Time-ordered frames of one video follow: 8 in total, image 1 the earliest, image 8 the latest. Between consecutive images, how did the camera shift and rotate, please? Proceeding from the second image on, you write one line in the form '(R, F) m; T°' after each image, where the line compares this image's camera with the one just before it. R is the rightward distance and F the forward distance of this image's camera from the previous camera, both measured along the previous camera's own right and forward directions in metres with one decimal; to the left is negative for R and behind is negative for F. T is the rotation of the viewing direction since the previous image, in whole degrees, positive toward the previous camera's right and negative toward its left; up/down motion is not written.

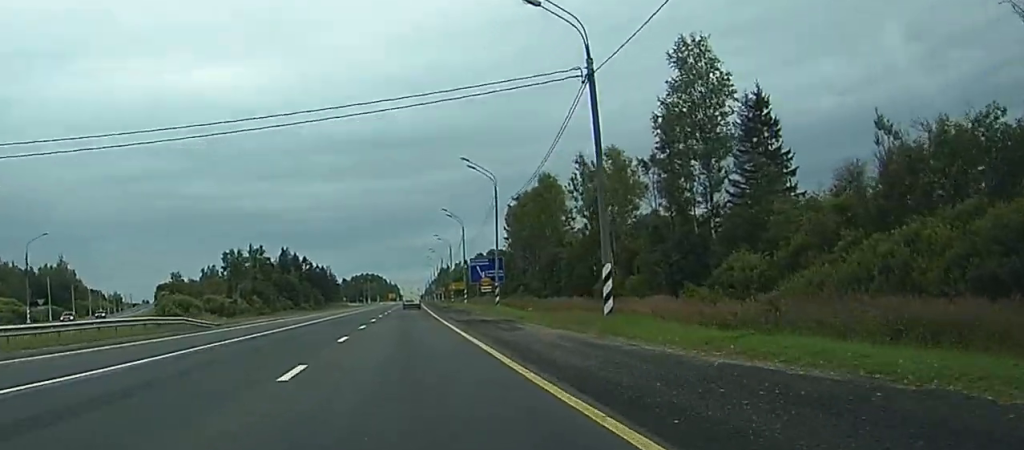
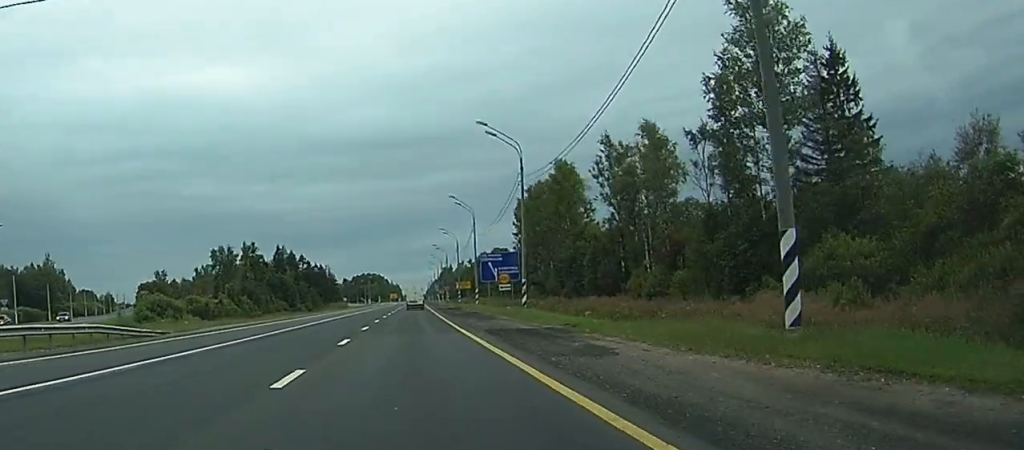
(-0.8, +13.4) m; -4°
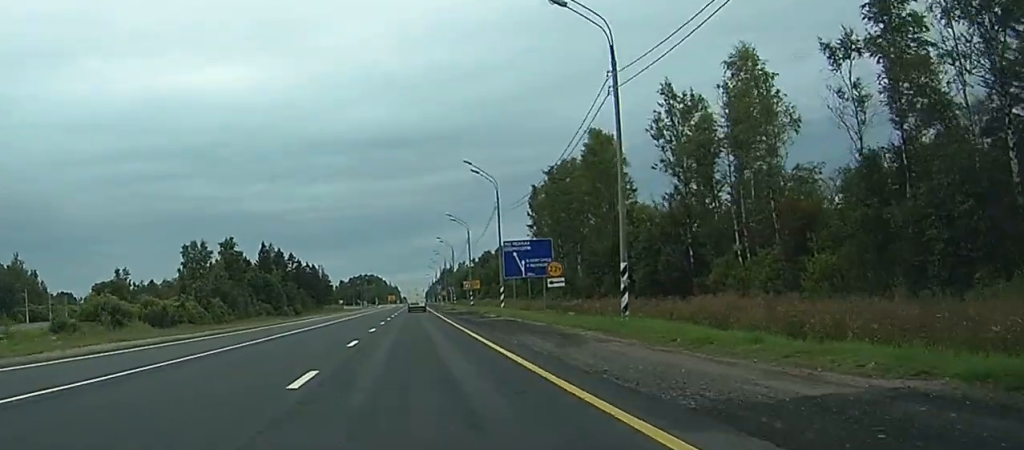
(-0.9, +23.7) m; -1°
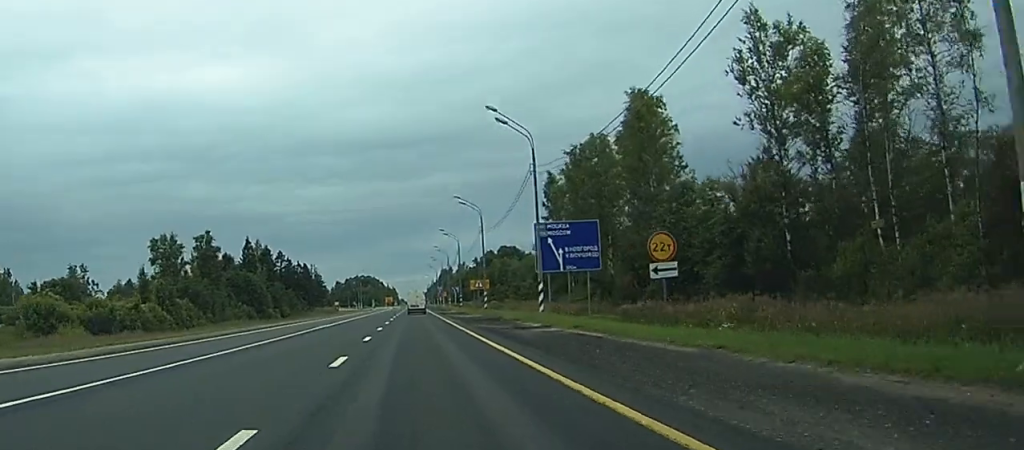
(+0.6, +18.9) m; +1°
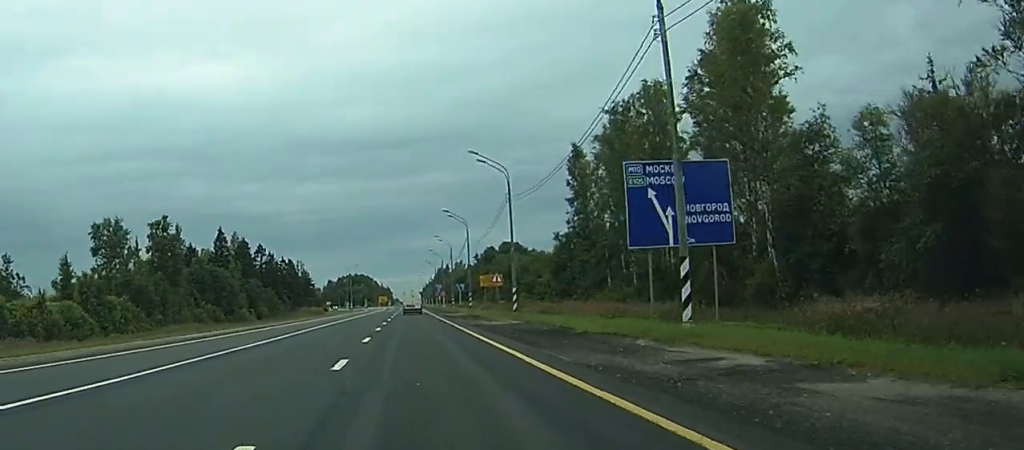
(-0.2, +24.2) m; 0°
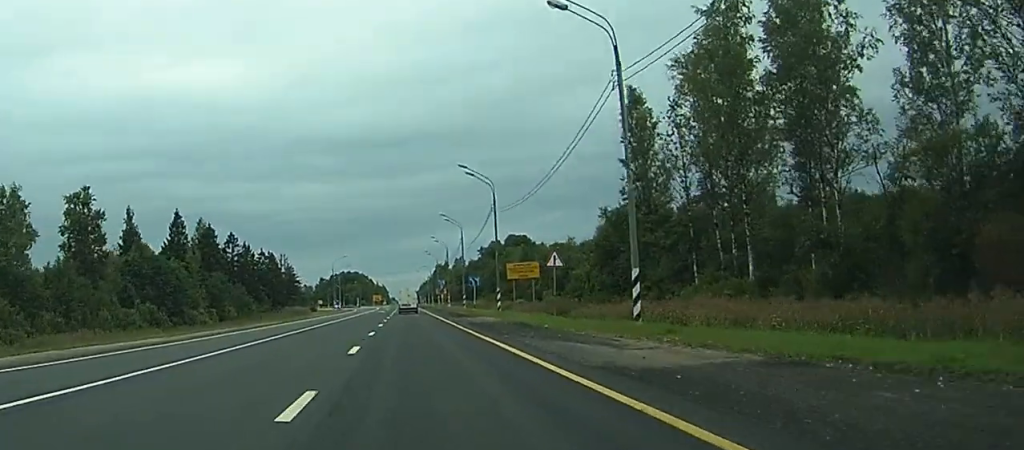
(+0.1, +30.7) m; 0°
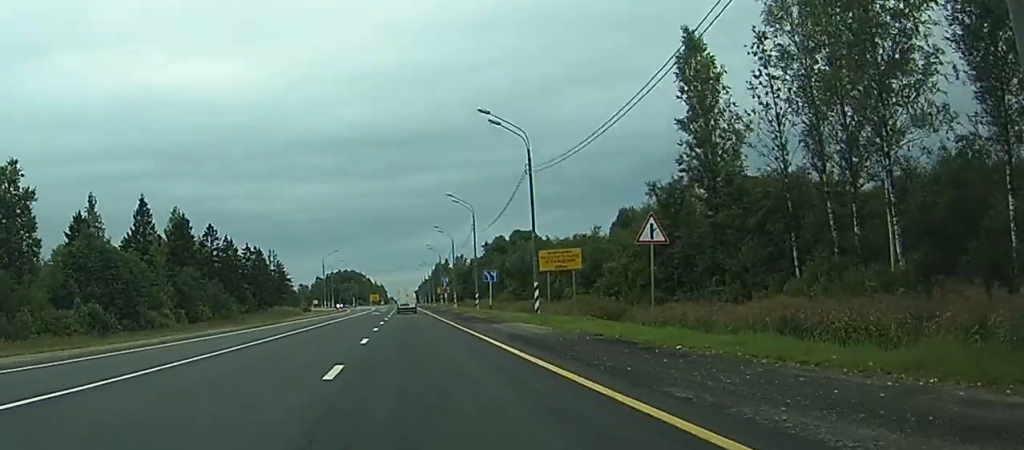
(0.0, +18.6) m; 0°
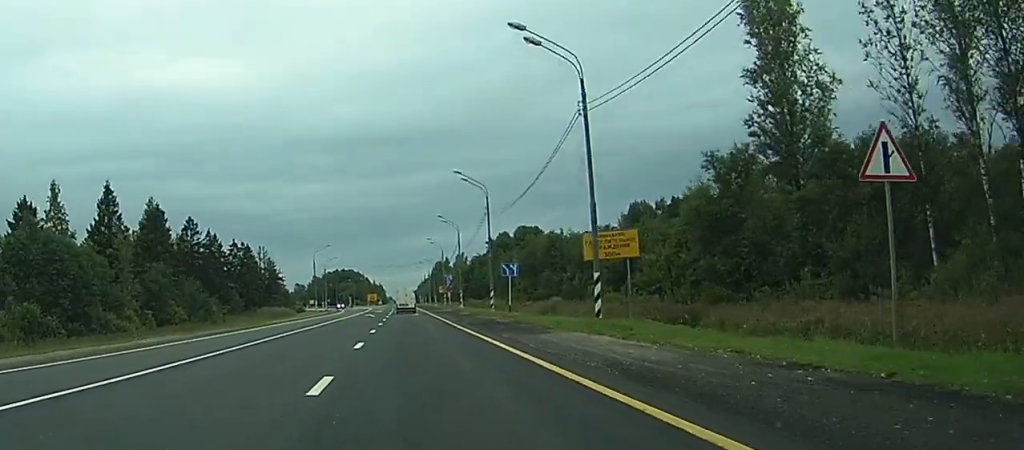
(0.0, +14.5) m; 0°
